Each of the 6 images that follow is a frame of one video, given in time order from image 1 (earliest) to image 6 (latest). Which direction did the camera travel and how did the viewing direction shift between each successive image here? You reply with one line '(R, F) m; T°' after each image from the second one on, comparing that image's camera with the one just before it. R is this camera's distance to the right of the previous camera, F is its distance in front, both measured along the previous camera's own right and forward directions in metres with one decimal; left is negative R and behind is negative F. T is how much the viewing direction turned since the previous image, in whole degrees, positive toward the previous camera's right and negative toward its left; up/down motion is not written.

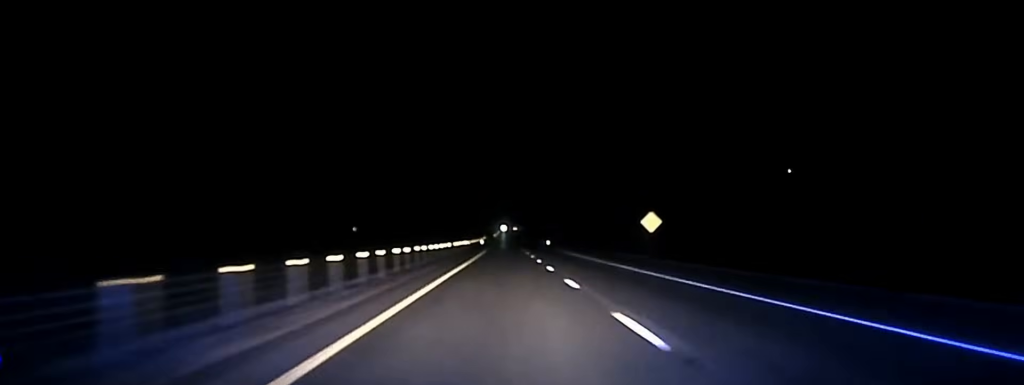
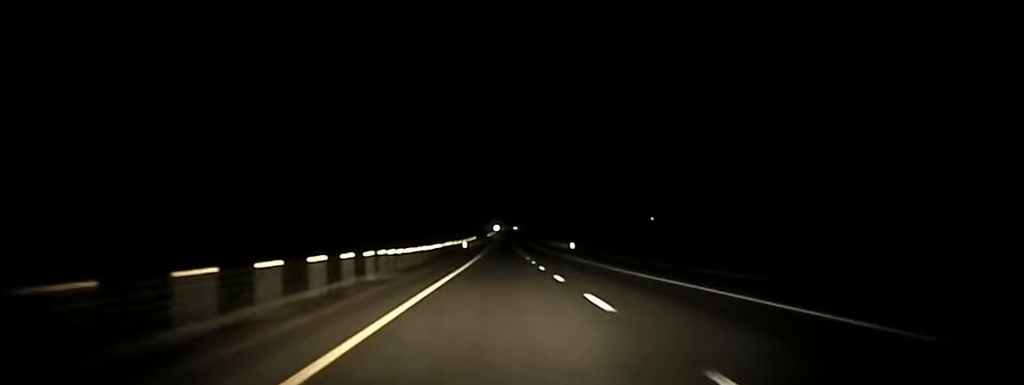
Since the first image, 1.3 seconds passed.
(+0.1, +80.9) m; 0°
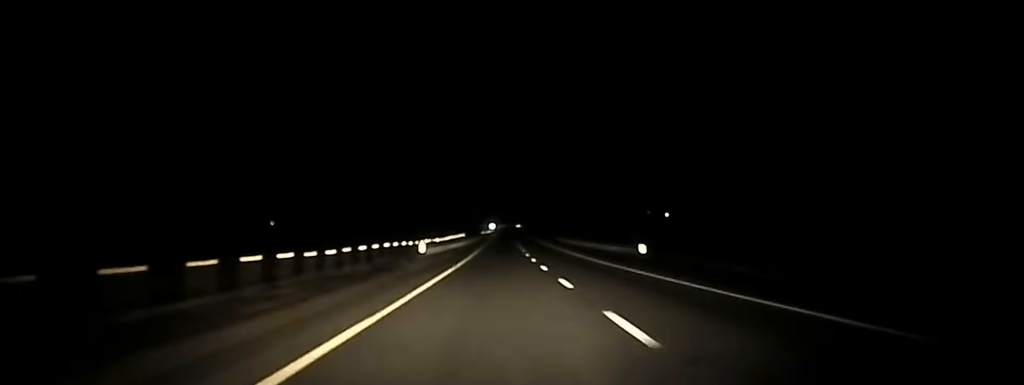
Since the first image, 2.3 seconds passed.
(0.0, +65.4) m; 0°
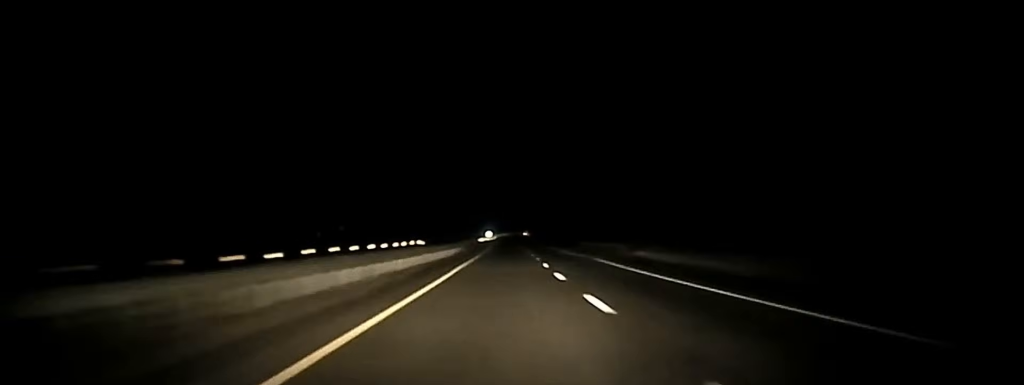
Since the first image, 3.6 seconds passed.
(+0.4, +80.4) m; 0°
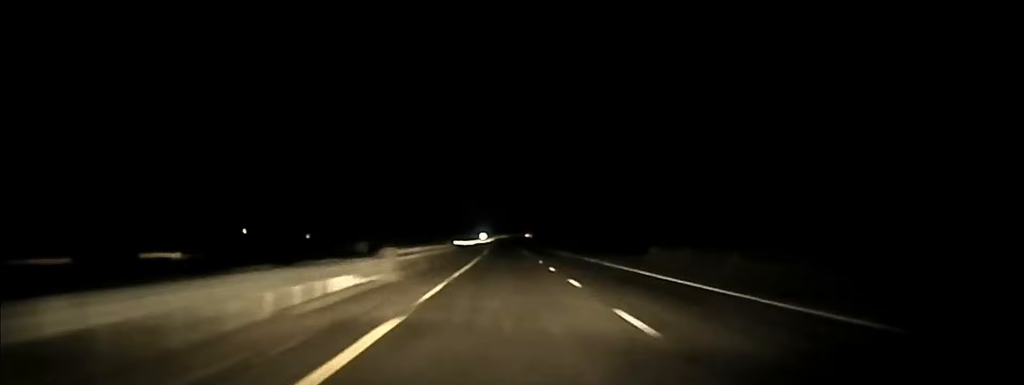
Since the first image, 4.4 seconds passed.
(-0.3, +49.7) m; 0°
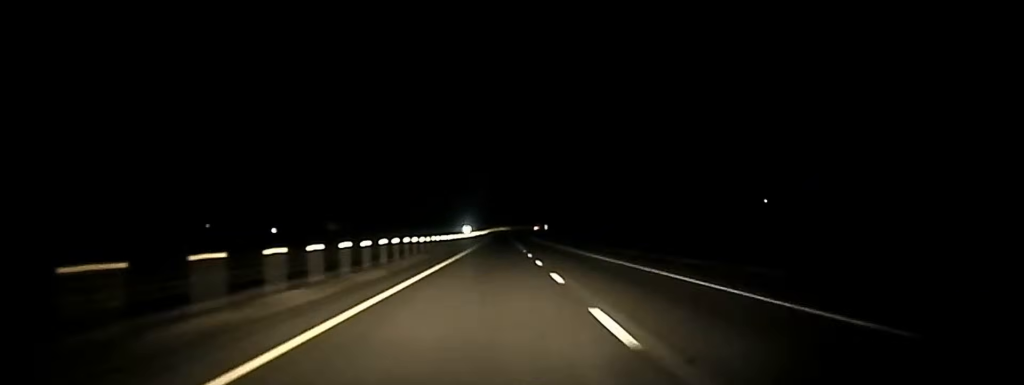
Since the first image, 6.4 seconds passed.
(+0.1, +130.8) m; 0°
